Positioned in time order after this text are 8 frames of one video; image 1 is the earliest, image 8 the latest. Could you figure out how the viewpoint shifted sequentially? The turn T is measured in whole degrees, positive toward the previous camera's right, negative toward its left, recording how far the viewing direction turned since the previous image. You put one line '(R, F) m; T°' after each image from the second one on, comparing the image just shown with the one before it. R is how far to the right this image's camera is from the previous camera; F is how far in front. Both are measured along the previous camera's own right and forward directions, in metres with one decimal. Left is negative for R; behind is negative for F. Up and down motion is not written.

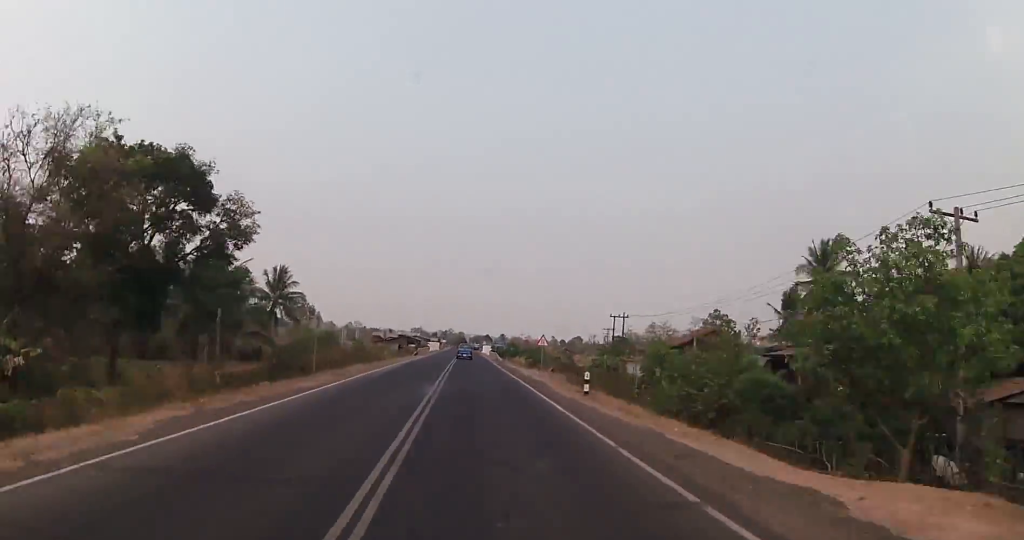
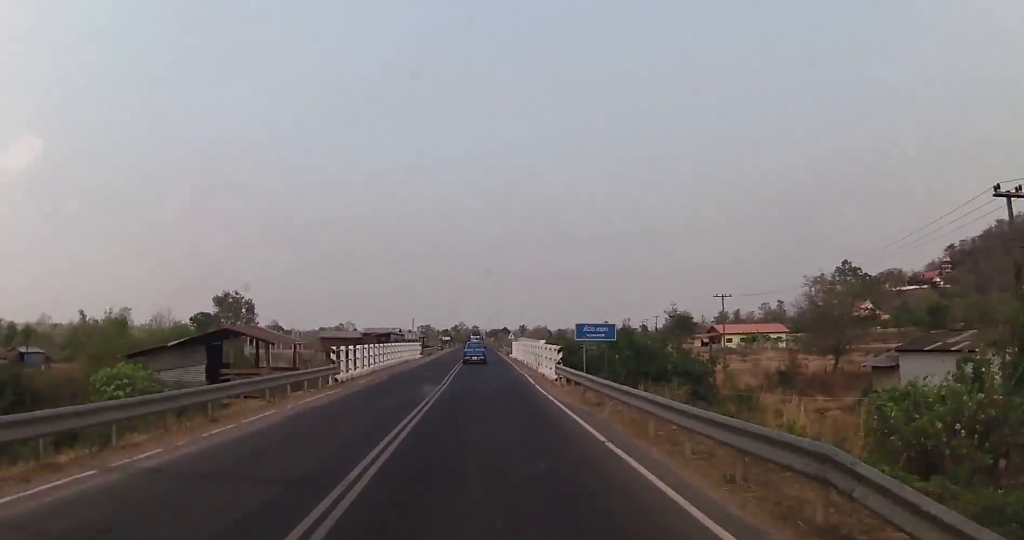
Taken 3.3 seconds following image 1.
(-4.5, +67.2) m; -4°
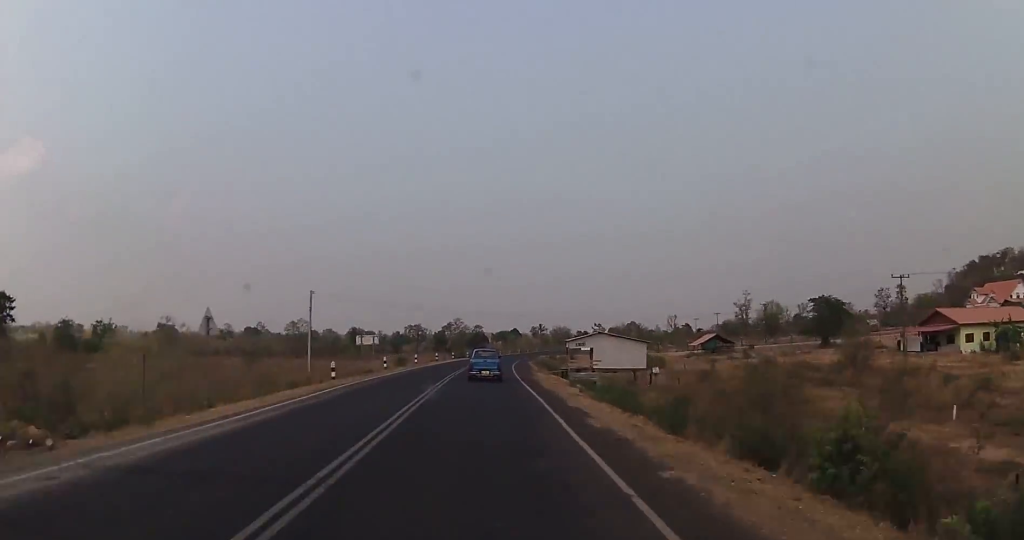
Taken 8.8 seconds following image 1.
(-0.9, +102.0) m; +1°
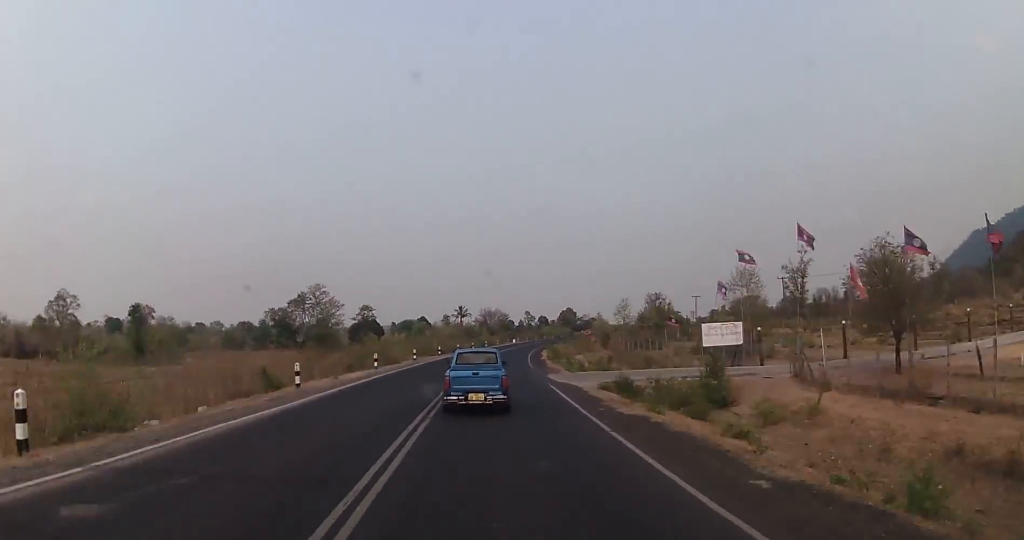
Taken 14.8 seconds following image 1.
(+4.1, +104.5) m; +6°
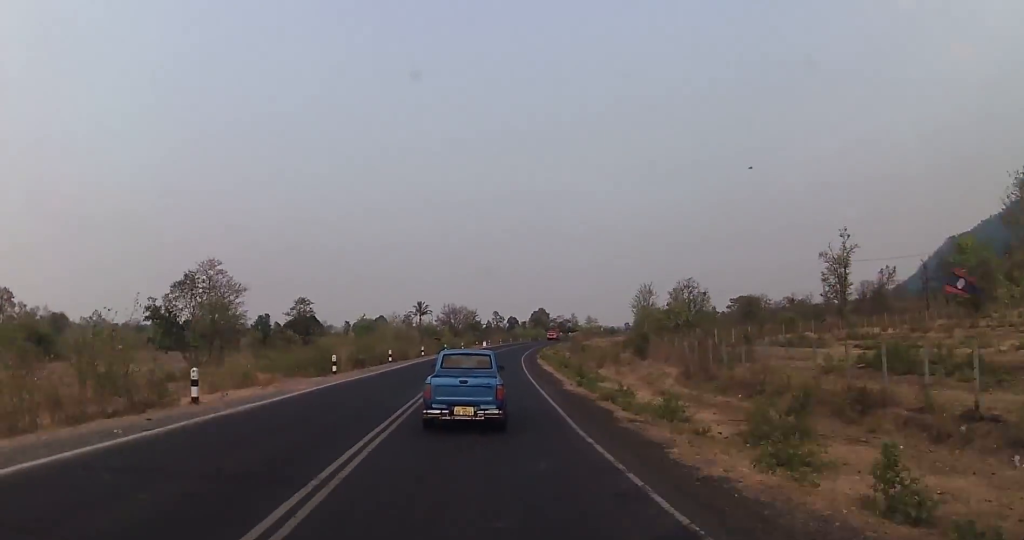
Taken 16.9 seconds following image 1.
(+1.0, +36.4) m; +3°
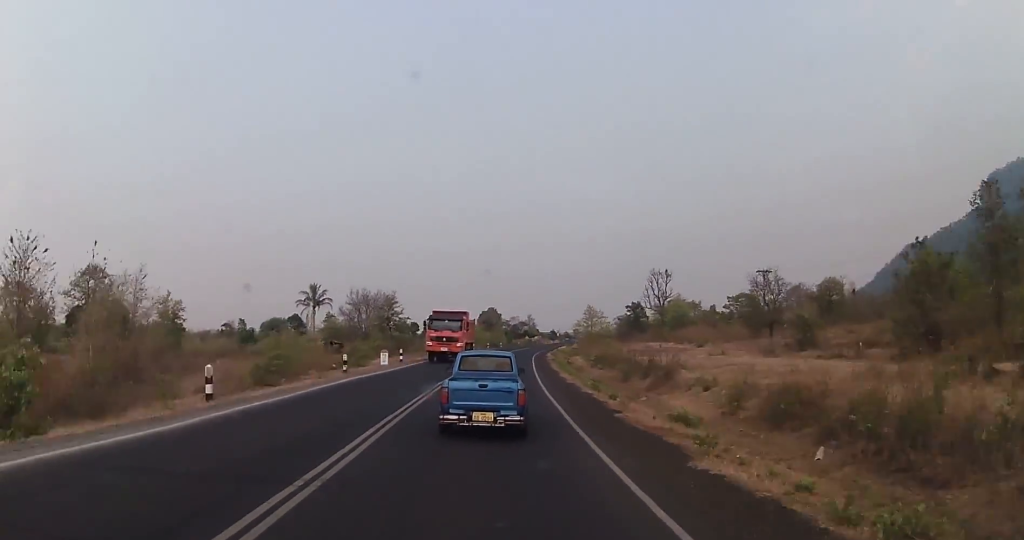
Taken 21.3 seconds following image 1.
(+4.2, +76.0) m; +6°
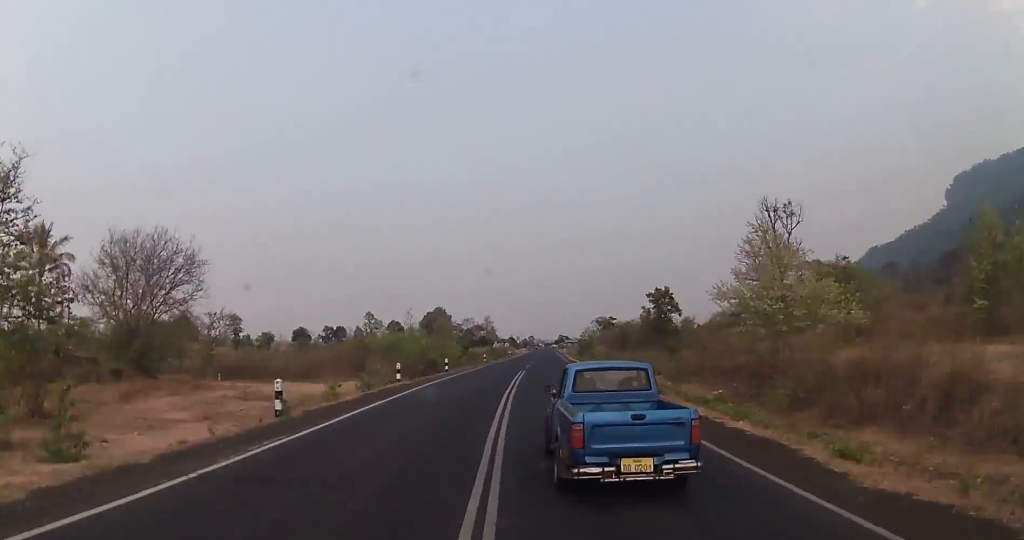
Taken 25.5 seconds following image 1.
(+2.8, +76.0) m; +5°
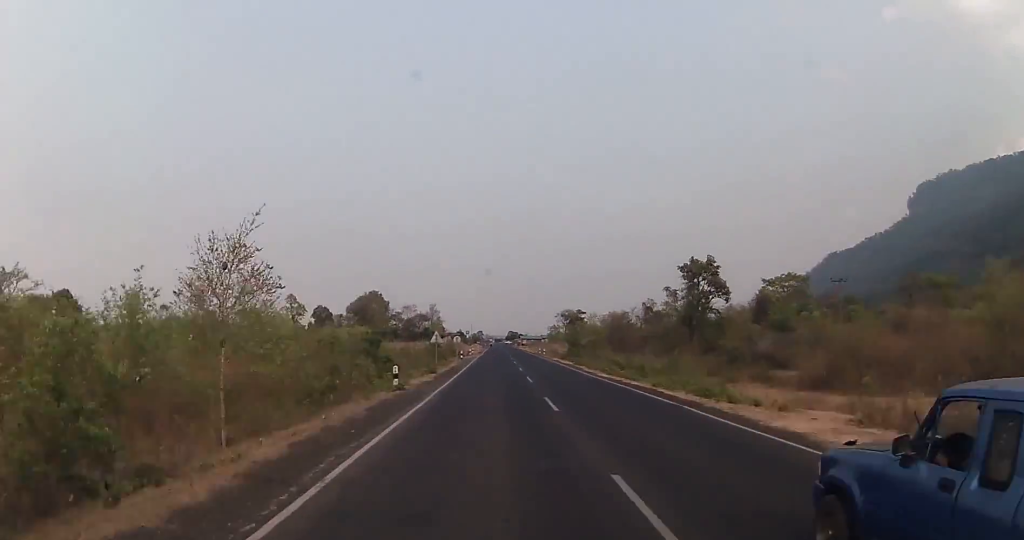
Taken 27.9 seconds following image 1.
(+2.0, +47.8) m; +2°
